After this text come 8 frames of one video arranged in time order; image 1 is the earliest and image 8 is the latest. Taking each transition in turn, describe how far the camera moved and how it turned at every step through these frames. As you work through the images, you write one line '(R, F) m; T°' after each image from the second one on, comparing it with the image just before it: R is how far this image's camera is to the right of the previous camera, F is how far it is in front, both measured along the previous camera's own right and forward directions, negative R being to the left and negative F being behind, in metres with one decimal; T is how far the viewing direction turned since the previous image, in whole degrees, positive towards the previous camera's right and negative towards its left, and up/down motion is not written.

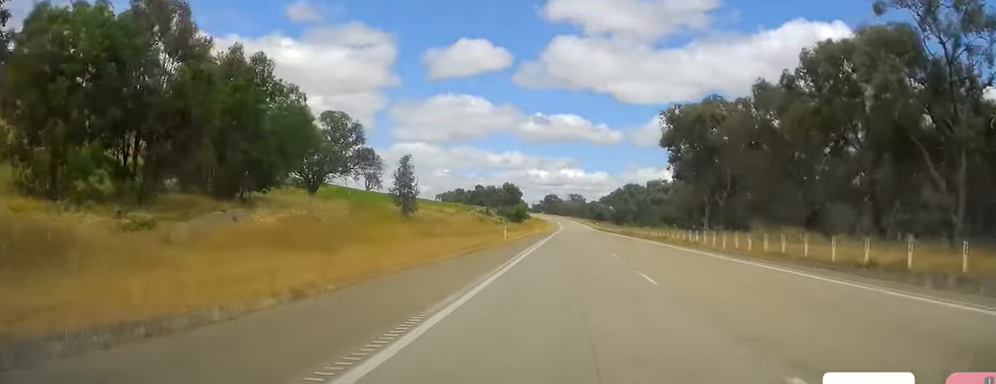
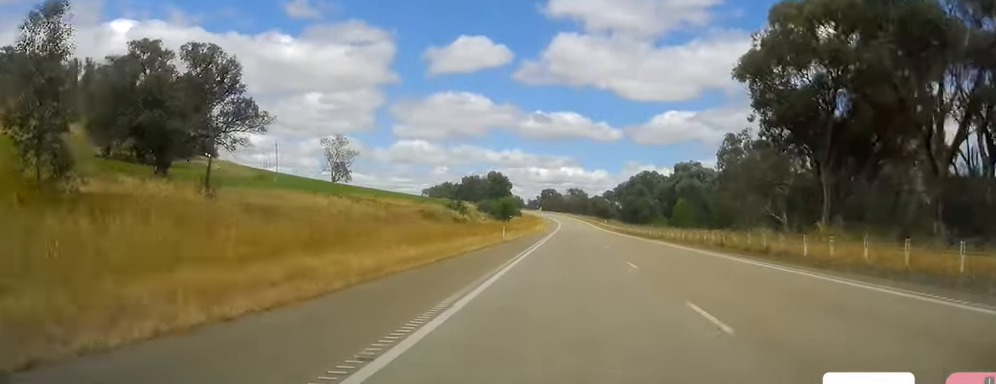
(+0.8, +55.0) m; 0°
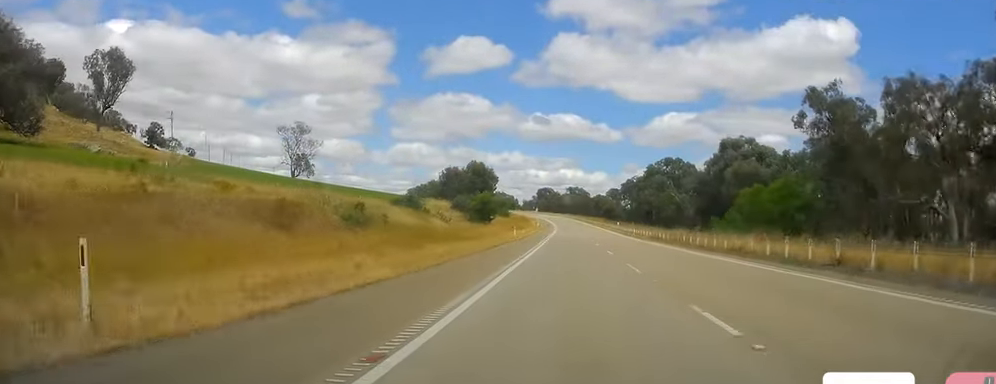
(-0.4, +48.1) m; 0°
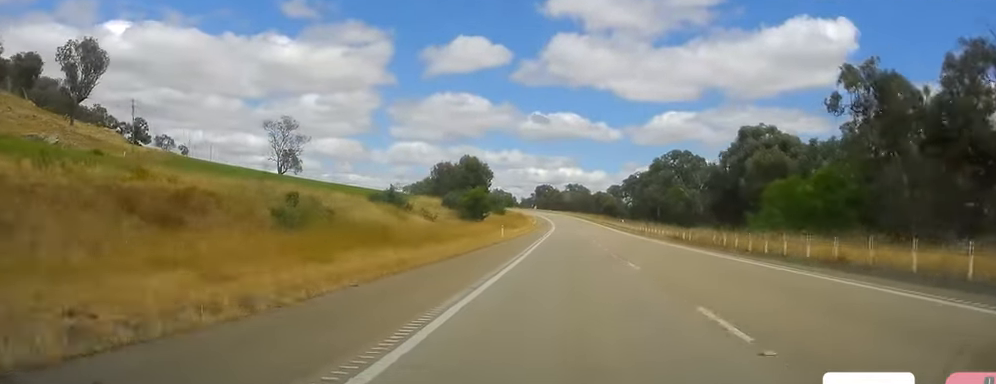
(+0.1, +12.5) m; 0°
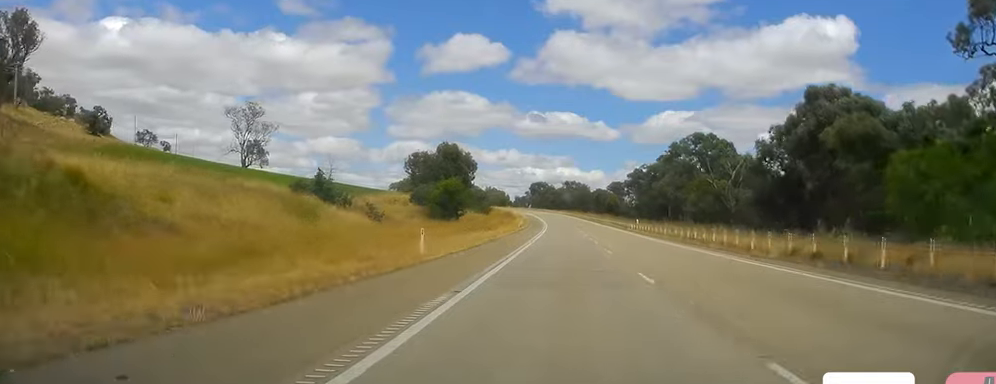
(+0.1, +28.8) m; 0°
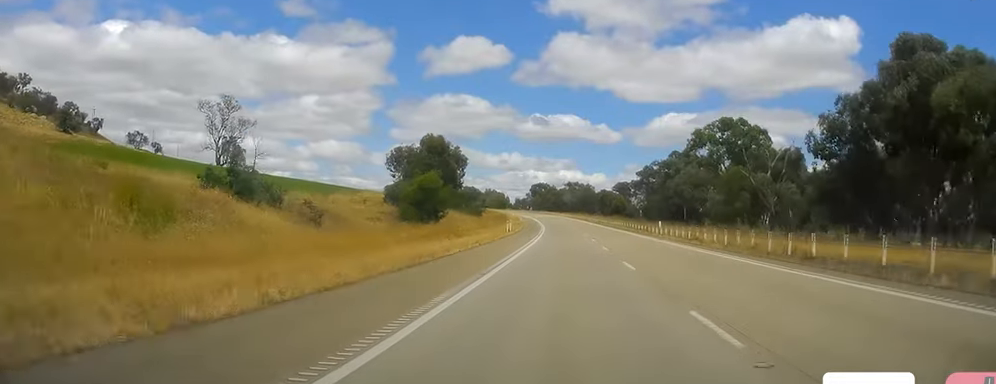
(0.0, +20.2) m; -1°
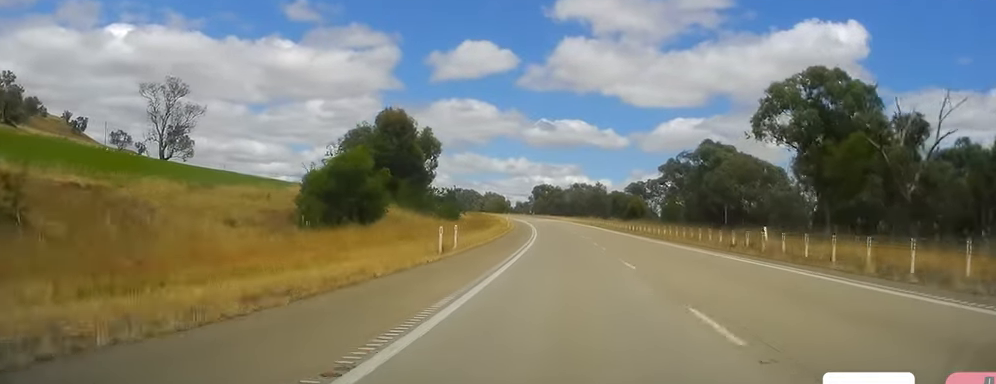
(-0.5, +36.5) m; -1°
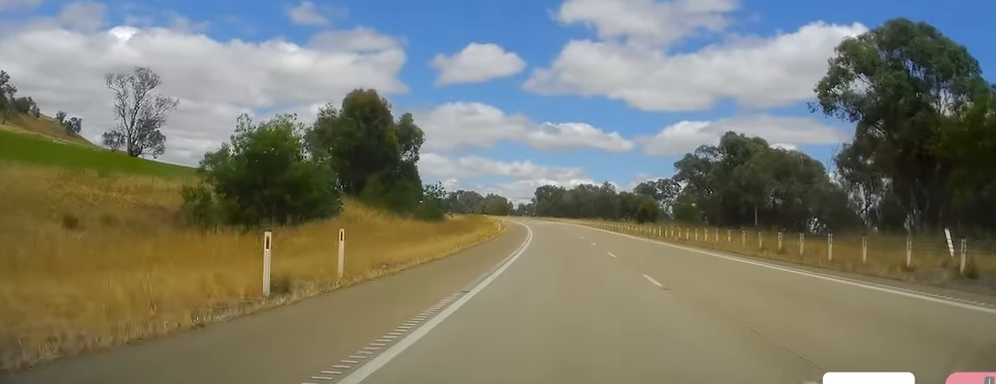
(+0.1, +17.2) m; 0°
